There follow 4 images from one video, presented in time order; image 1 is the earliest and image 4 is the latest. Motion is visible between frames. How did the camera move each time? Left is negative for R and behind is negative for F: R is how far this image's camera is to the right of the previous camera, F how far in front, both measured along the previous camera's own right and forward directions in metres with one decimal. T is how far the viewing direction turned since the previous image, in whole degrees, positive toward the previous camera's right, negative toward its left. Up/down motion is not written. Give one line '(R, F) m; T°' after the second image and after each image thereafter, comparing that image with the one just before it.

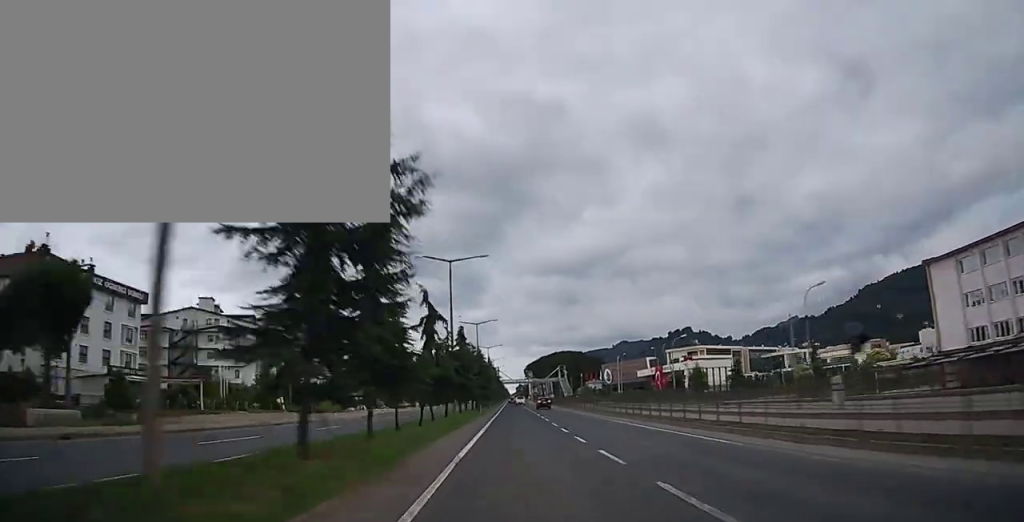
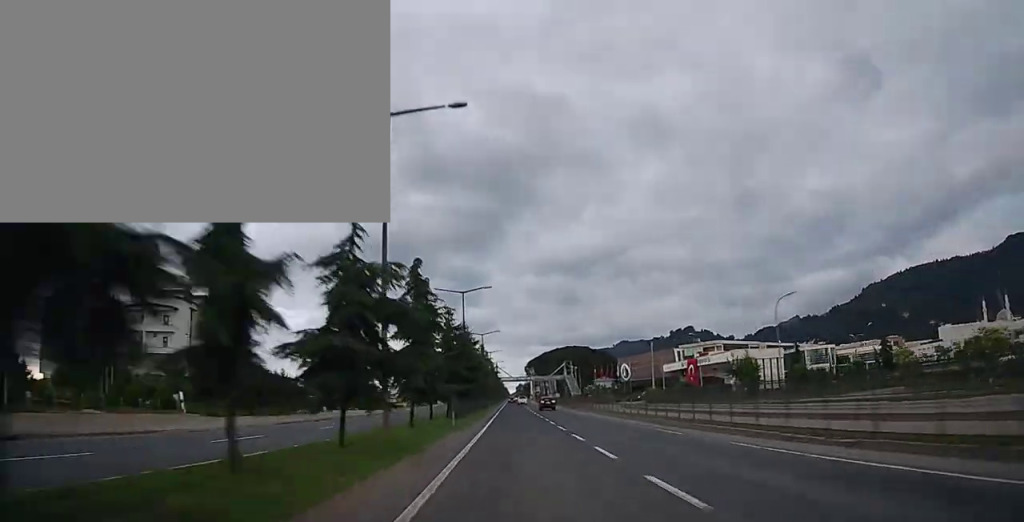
(+0.1, +22.6) m; 0°
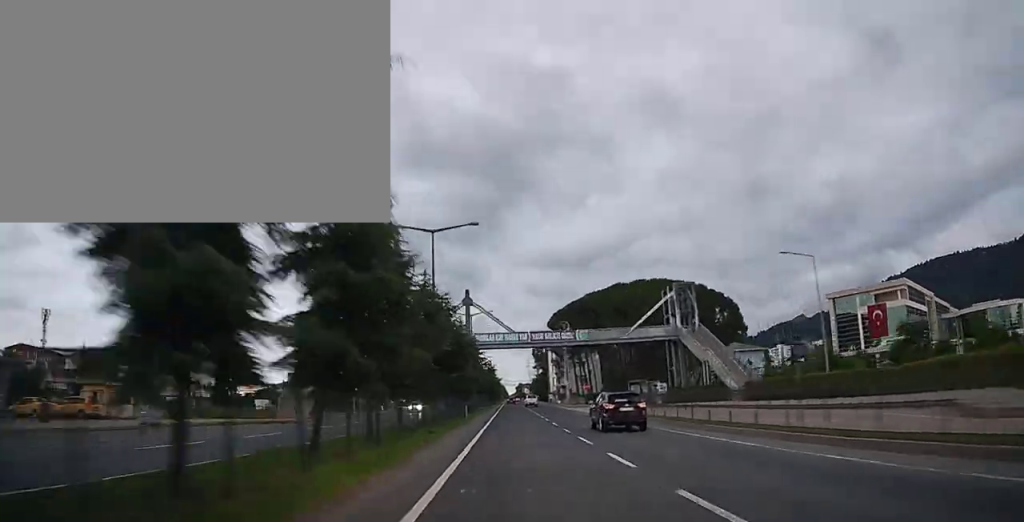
(-0.2, +124.7) m; 0°
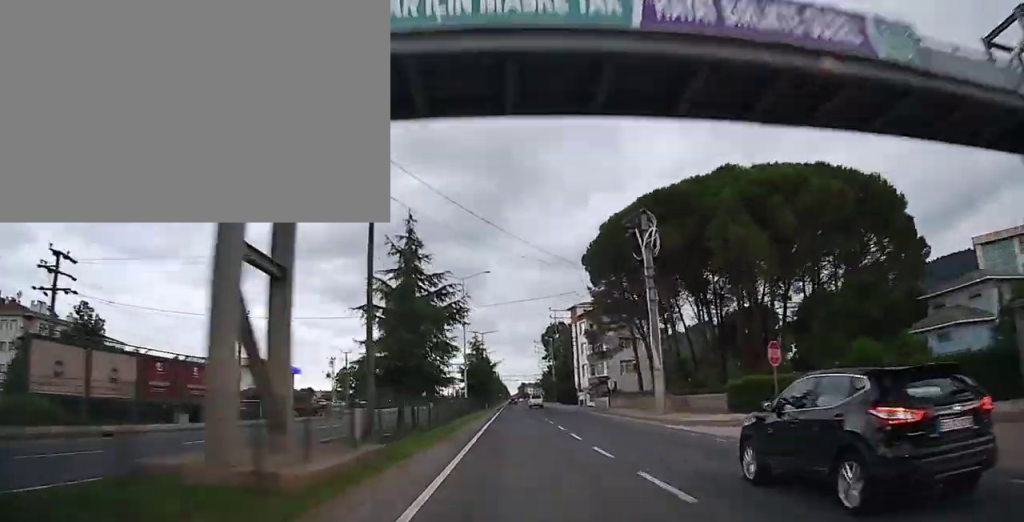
(-0.2, +50.1) m; 0°
